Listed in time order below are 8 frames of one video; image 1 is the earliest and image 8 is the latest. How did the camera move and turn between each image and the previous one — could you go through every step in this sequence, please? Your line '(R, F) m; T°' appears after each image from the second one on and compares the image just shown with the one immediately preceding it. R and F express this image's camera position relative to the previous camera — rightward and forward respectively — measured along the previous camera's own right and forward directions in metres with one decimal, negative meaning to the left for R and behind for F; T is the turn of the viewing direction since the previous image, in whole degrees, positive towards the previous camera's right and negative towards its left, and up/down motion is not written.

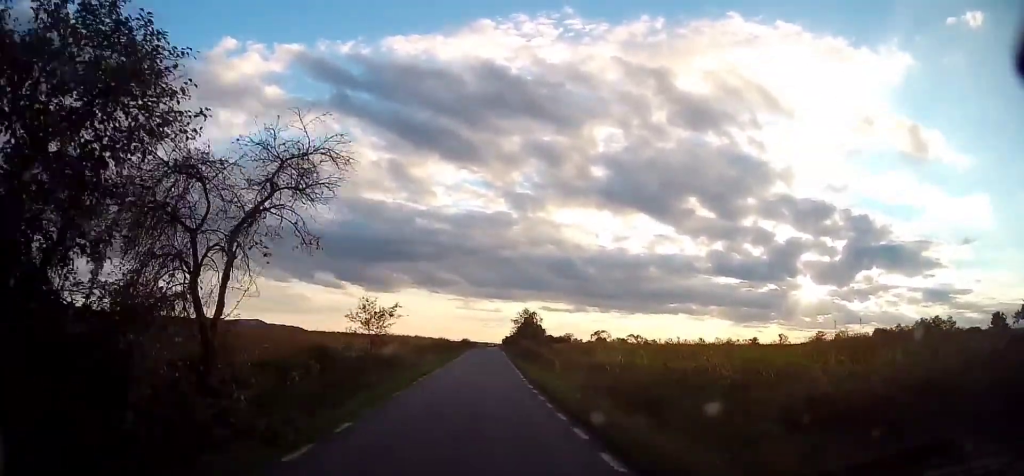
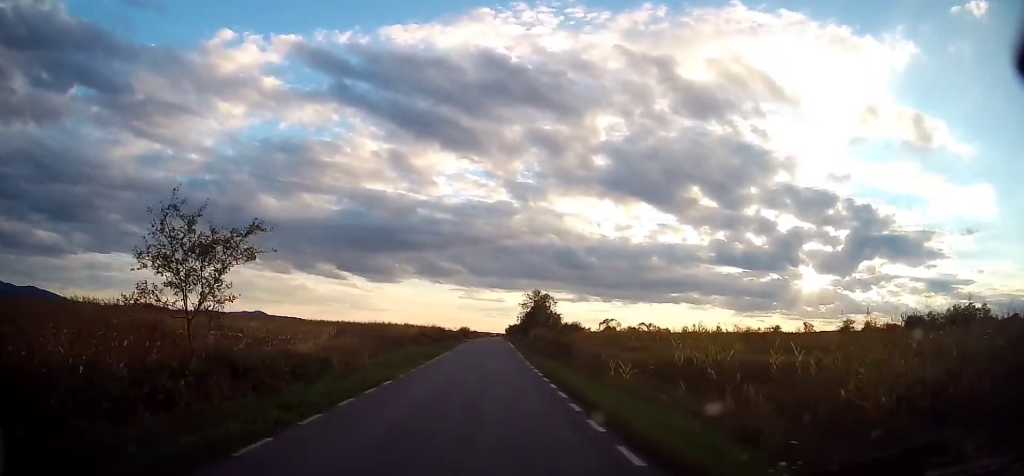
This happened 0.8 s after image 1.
(-0.1, +14.5) m; 0°
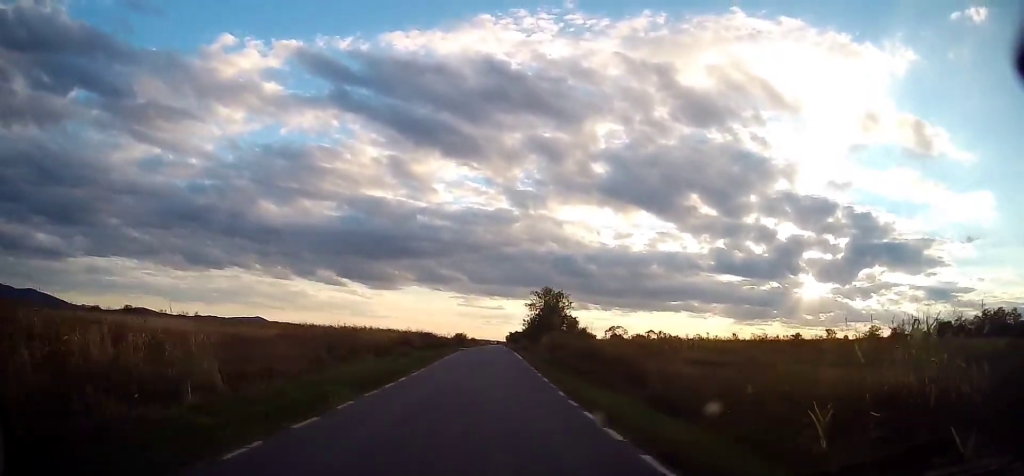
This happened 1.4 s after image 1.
(+0.2, +12.4) m; 0°
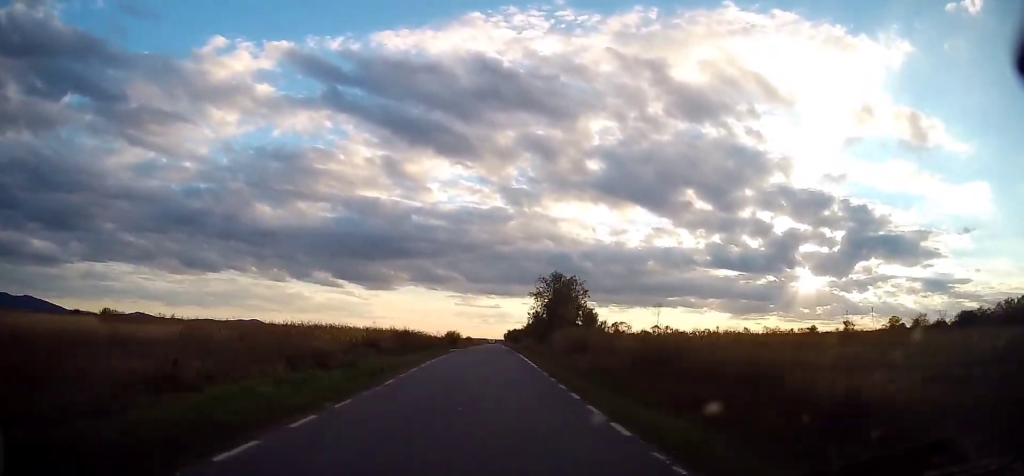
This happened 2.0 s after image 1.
(0.0, +10.3) m; 0°
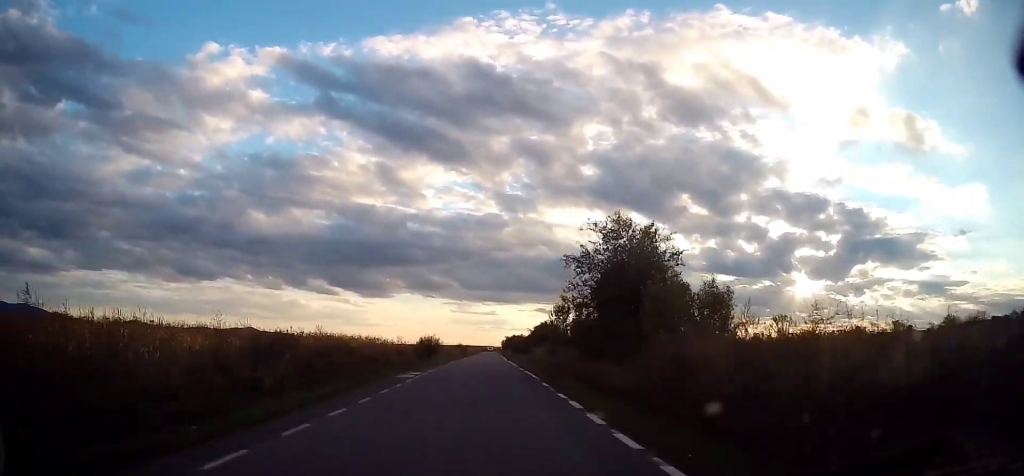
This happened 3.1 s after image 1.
(+0.2, +22.6) m; 0°
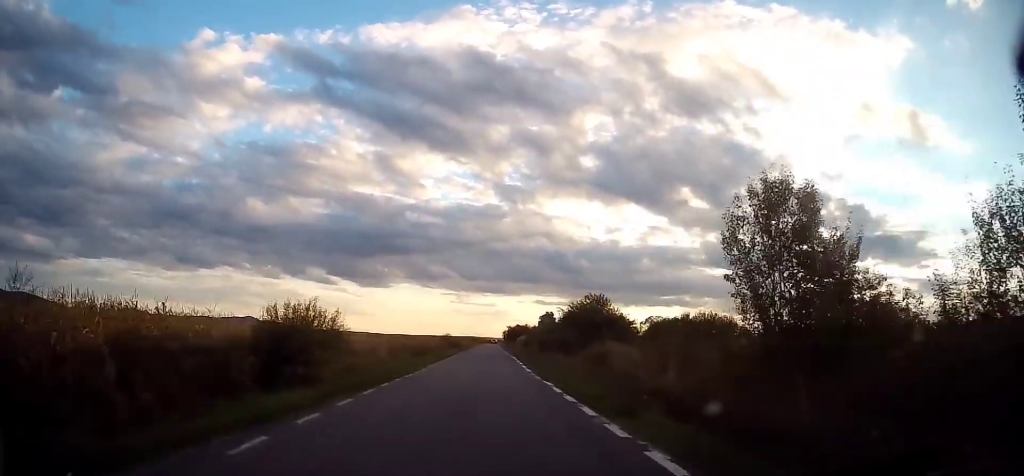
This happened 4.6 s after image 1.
(-0.5, +29.9) m; -1°
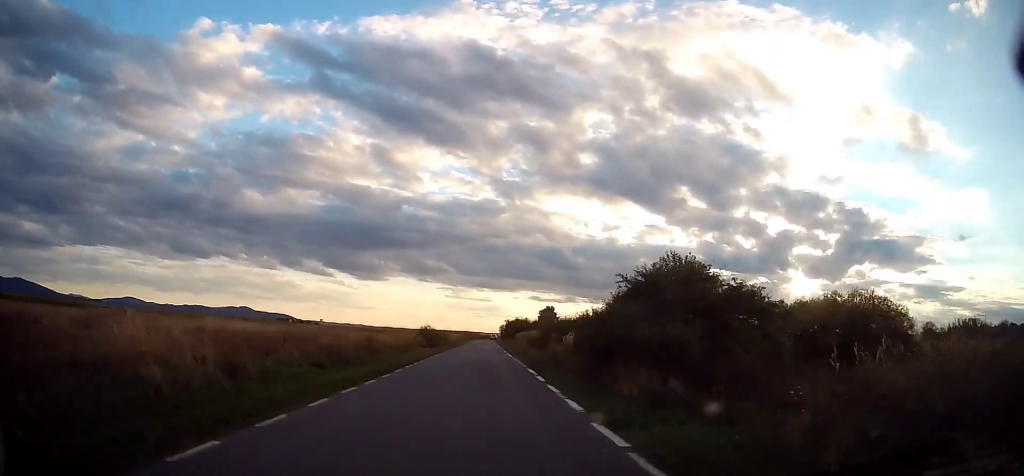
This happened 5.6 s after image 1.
(+0.4, +19.0) m; +2°
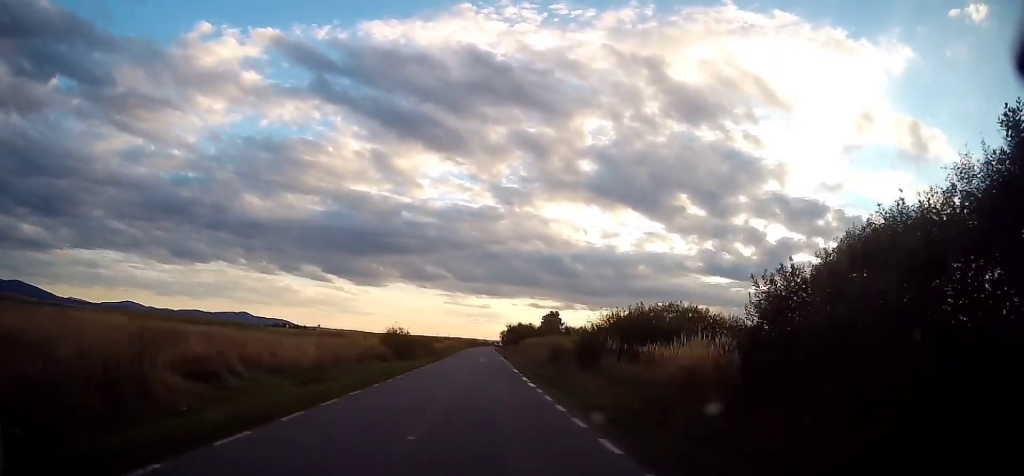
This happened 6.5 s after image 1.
(+0.1, +17.2) m; 0°
